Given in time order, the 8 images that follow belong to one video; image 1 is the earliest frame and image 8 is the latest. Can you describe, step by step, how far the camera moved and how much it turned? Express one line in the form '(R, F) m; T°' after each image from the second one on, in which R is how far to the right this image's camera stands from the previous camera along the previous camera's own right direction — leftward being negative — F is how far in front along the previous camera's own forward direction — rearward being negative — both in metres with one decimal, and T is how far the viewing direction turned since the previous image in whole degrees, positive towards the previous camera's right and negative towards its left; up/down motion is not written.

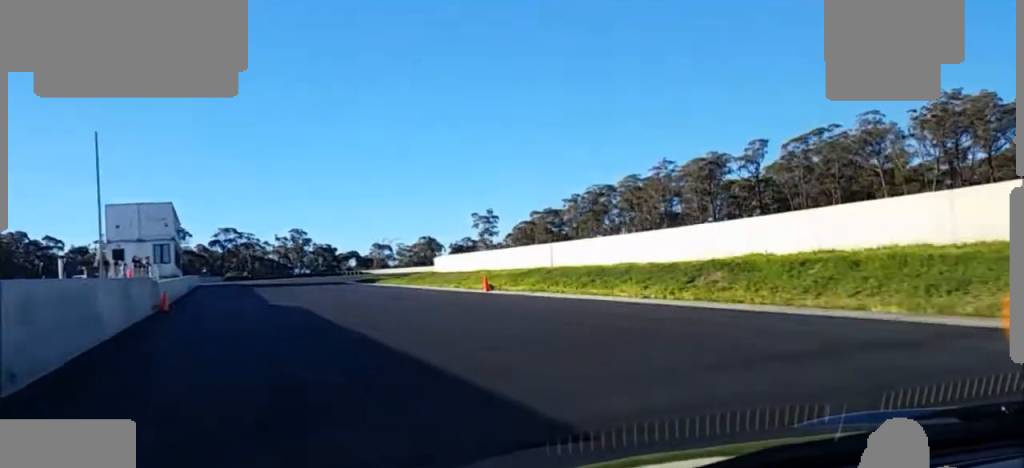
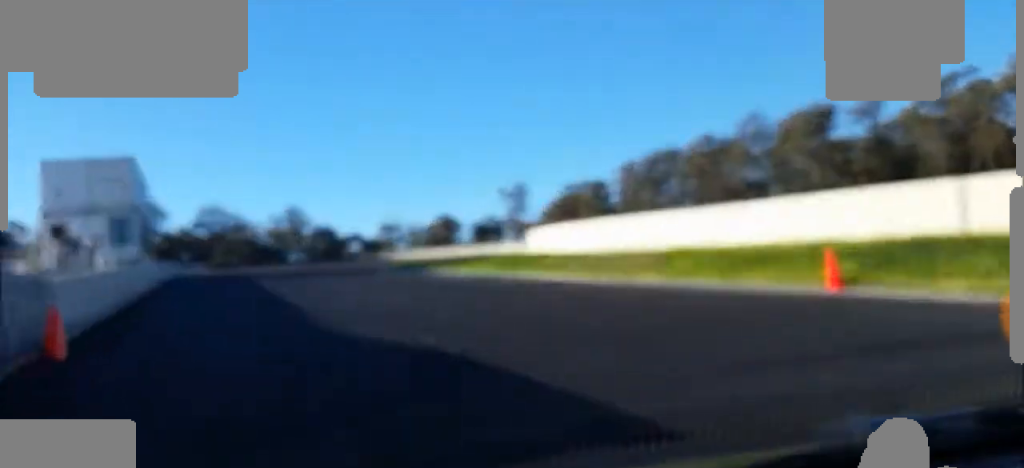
(+0.4, +19.1) m; 0°
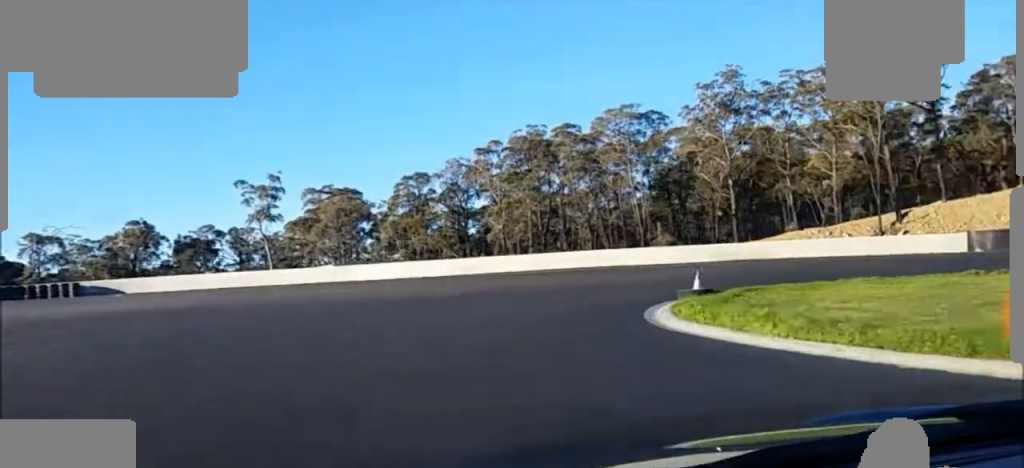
(+3.0, +63.6) m; +21°
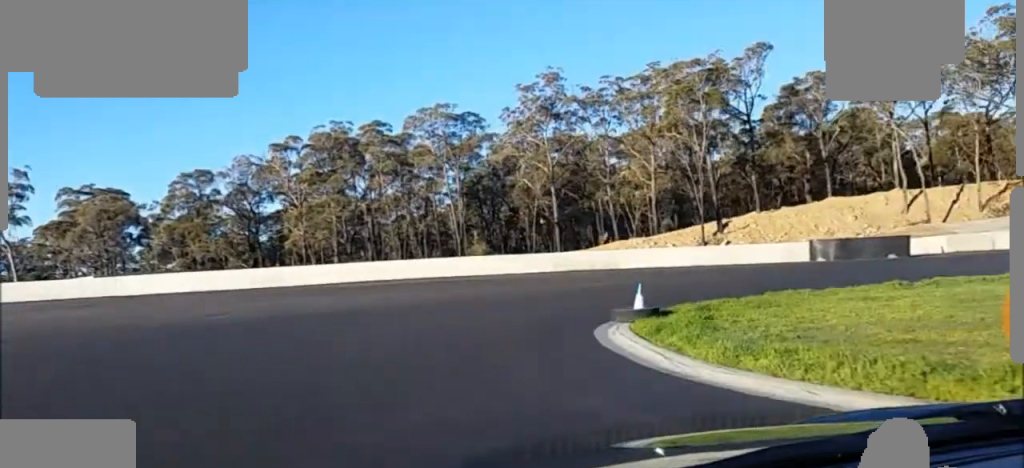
(-0.5, +7.5) m; +15°
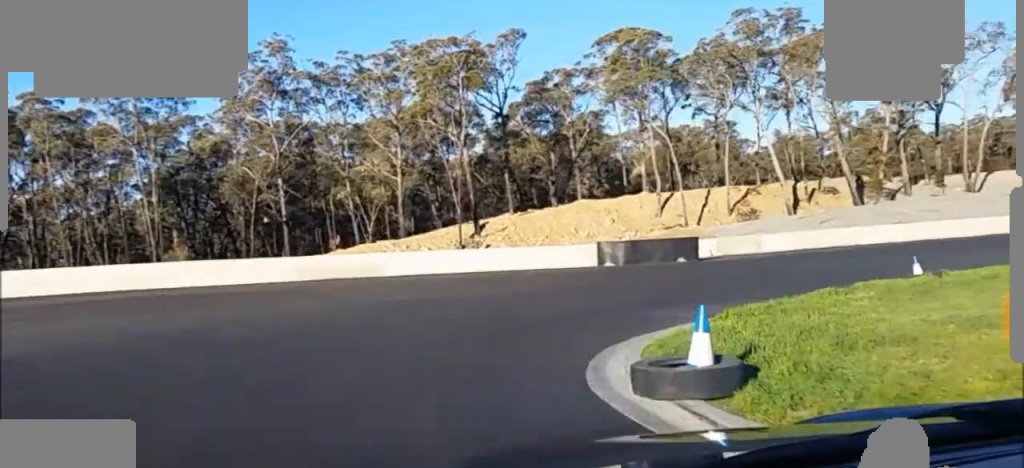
(+3.1, +9.9) m; +23°
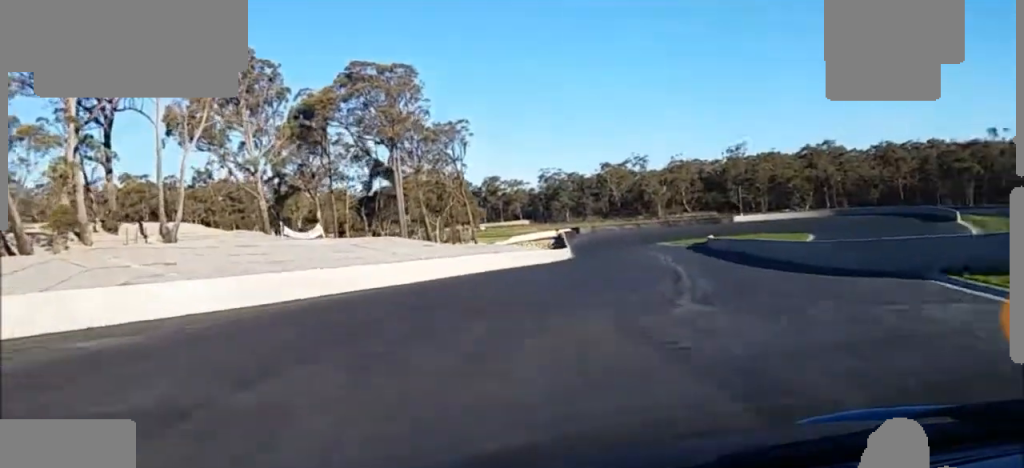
(+14.3, +30.0) m; +47°
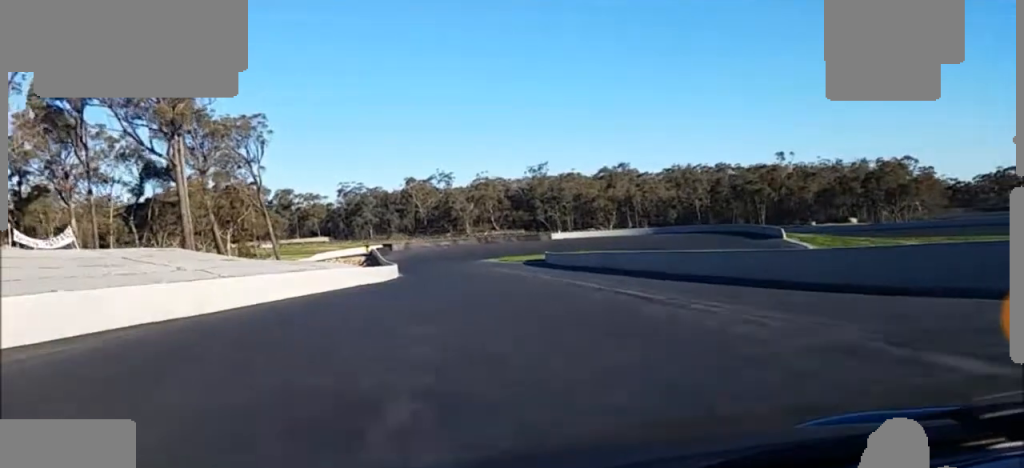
(-0.5, +11.8) m; +25°
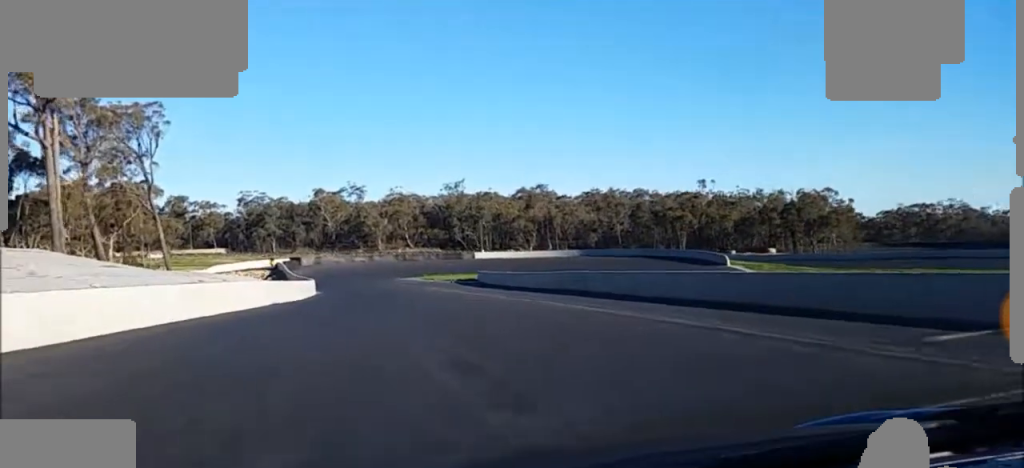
(+3.5, +10.7) m; +12°
